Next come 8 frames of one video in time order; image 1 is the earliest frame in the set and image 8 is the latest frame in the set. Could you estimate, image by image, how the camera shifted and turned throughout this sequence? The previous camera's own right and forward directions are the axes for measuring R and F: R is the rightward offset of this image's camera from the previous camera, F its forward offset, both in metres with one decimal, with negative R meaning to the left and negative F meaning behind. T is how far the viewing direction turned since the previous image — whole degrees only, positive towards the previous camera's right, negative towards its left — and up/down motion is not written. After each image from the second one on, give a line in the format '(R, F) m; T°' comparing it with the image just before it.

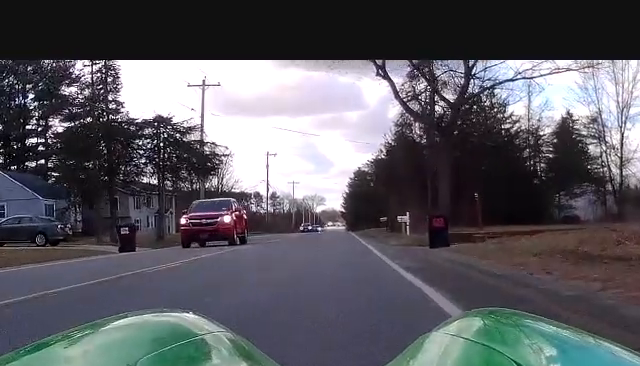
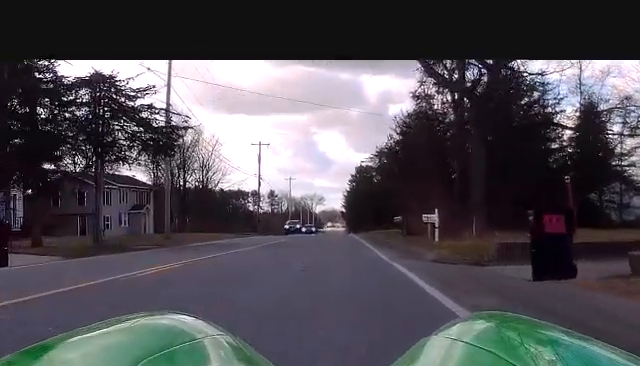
(0.0, +13.2) m; 0°
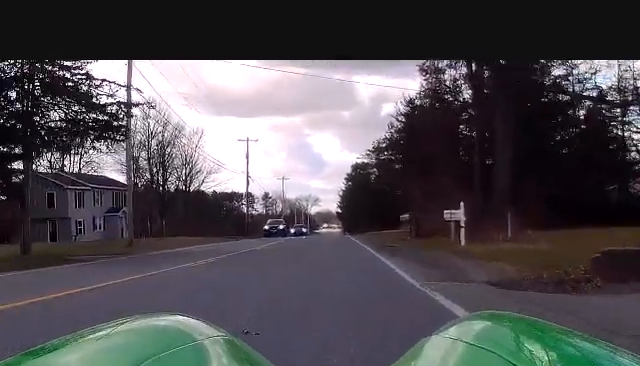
(0.0, +7.7) m; 0°
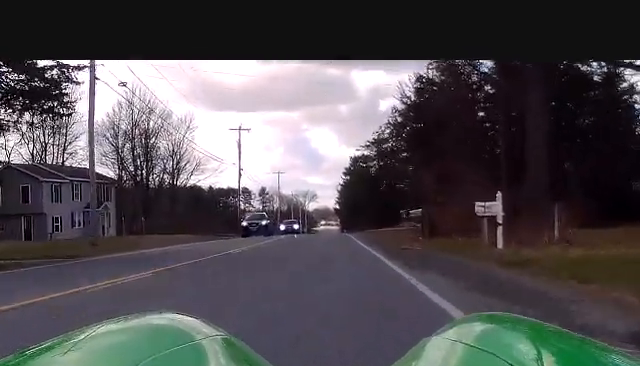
(0.0, +5.9) m; 0°
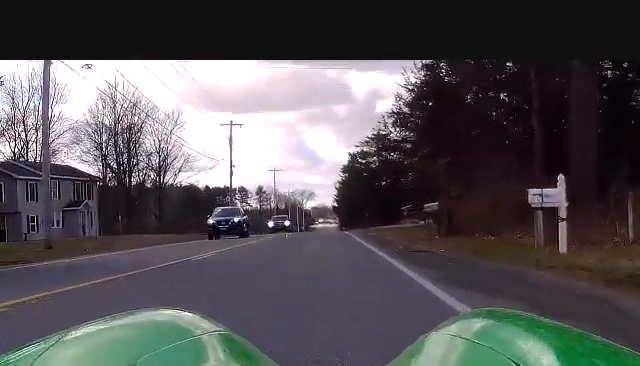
(0.0, +5.5) m; +1°
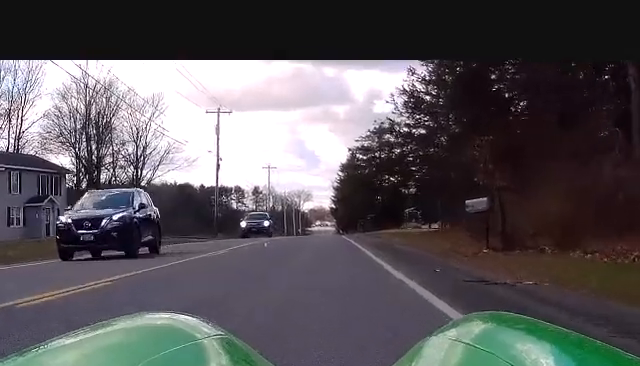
(+0.1, +8.6) m; +1°
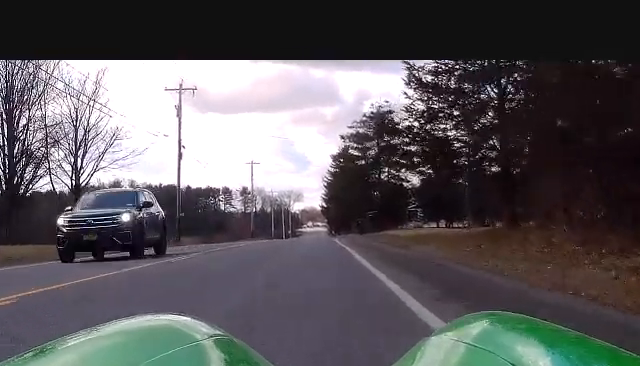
(-0.3, +14.7) m; -2°
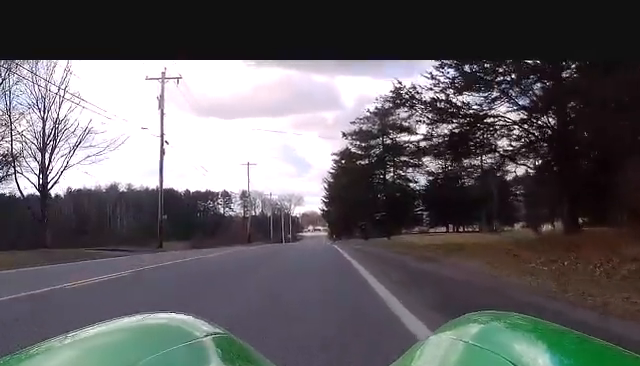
(0.0, +6.7) m; +1°
